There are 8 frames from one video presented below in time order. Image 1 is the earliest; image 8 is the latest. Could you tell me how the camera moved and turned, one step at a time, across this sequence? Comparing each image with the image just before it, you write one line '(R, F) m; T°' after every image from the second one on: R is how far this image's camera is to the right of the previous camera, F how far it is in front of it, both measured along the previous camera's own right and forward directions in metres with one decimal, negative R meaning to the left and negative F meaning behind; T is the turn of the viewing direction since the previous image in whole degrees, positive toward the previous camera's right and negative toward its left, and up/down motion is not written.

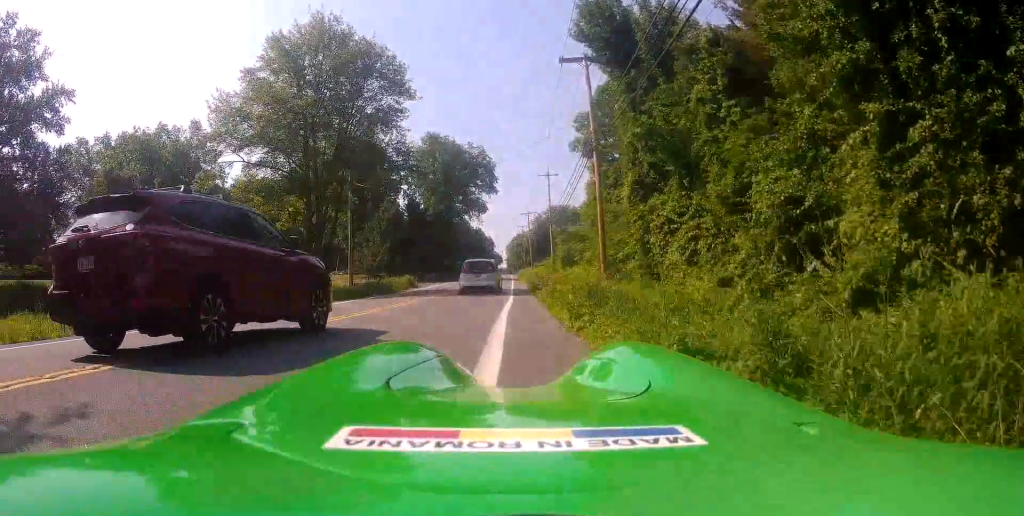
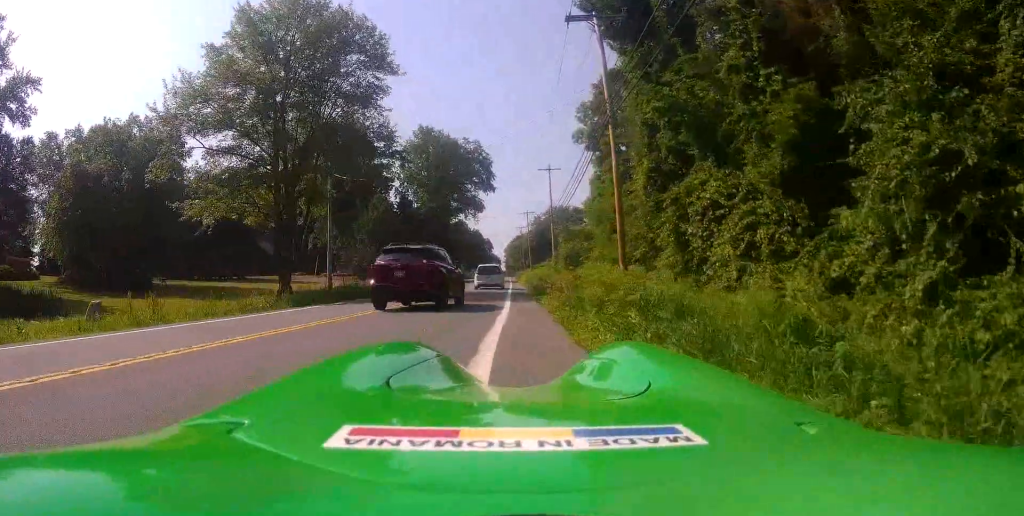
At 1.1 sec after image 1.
(+0.1, +5.3) m; 0°
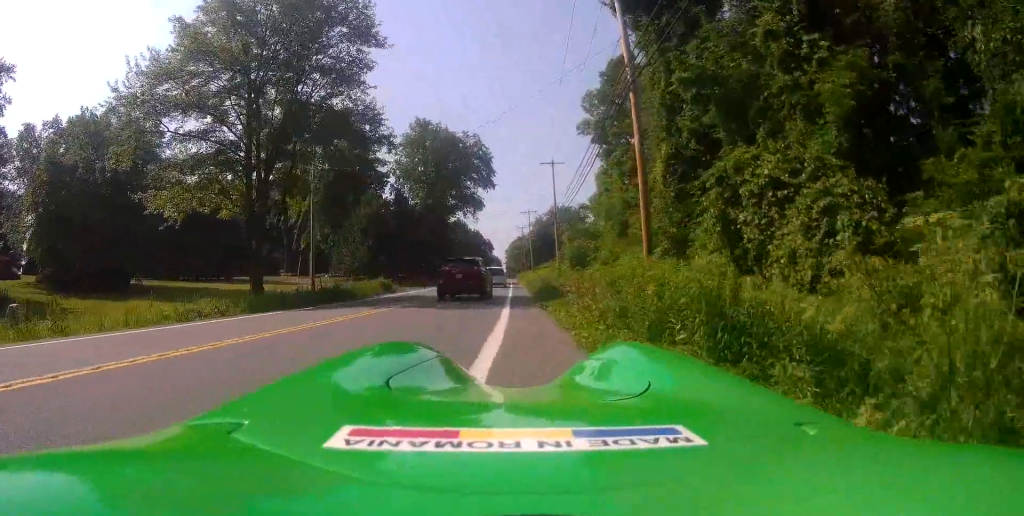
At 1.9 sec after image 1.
(0.0, +4.0) m; -2°
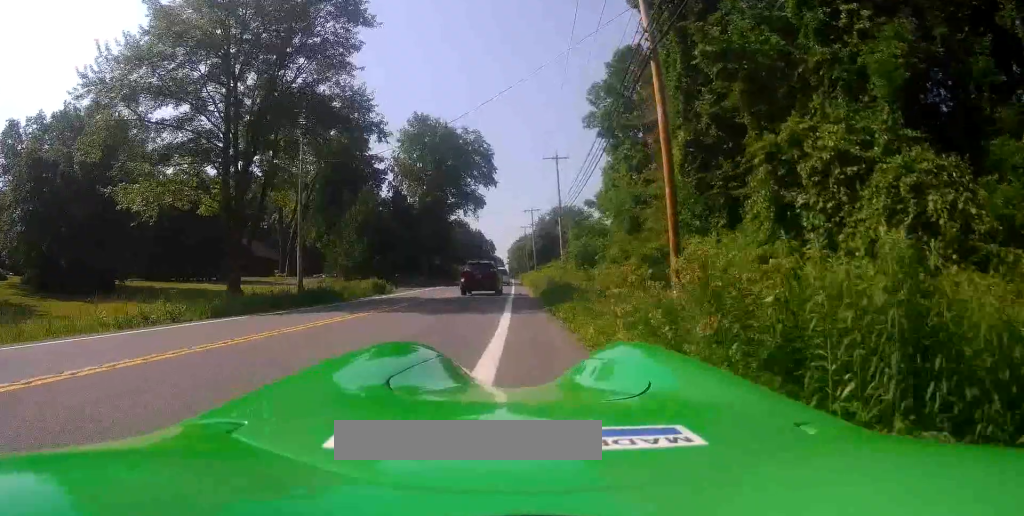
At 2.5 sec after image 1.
(-0.1, +2.8) m; -2°
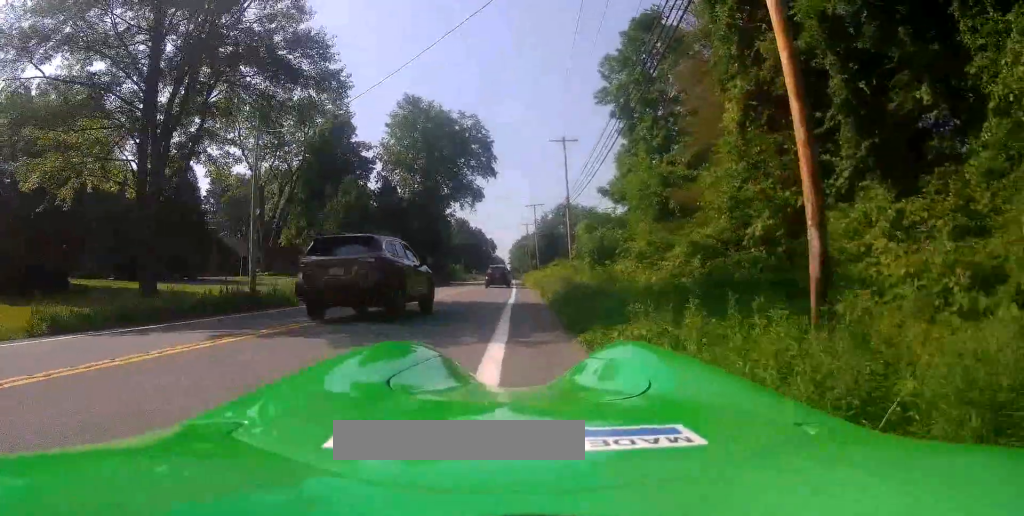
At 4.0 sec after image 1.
(+0.4, +7.1) m; +7°
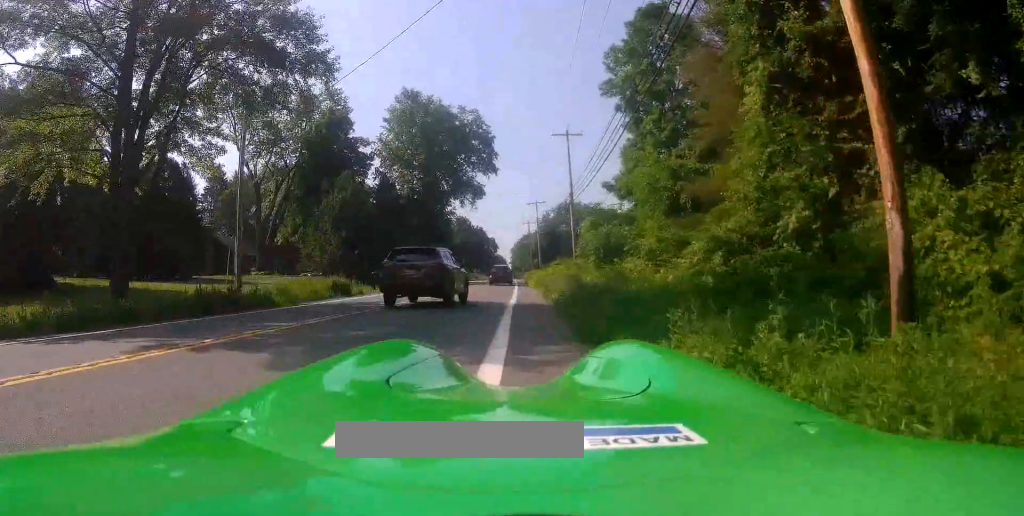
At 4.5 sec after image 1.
(+0.1, +1.9) m; +2°
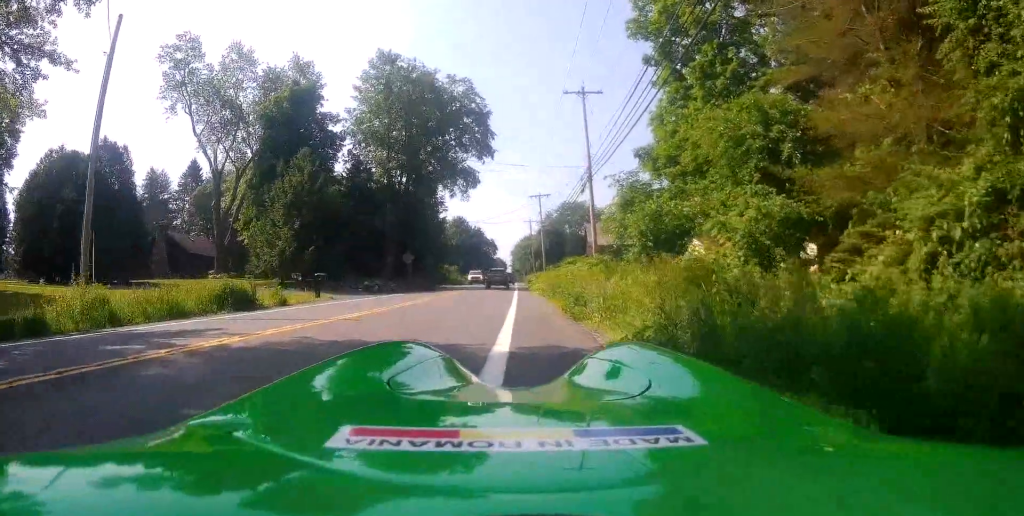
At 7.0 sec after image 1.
(-0.6, +10.7) m; -4°
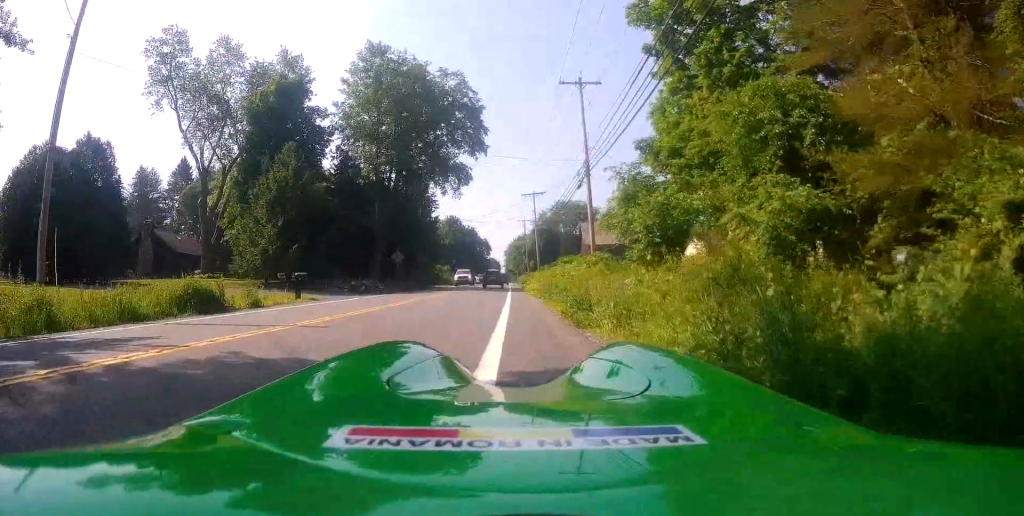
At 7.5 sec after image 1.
(0.0, +1.9) m; +1°
